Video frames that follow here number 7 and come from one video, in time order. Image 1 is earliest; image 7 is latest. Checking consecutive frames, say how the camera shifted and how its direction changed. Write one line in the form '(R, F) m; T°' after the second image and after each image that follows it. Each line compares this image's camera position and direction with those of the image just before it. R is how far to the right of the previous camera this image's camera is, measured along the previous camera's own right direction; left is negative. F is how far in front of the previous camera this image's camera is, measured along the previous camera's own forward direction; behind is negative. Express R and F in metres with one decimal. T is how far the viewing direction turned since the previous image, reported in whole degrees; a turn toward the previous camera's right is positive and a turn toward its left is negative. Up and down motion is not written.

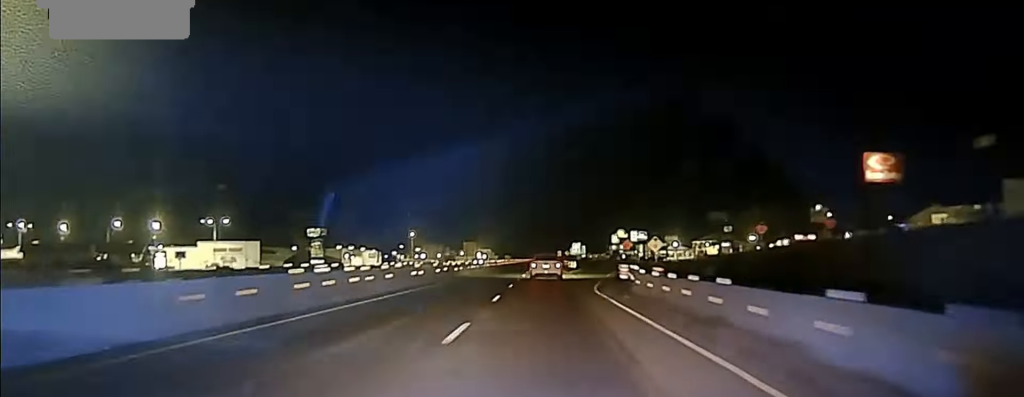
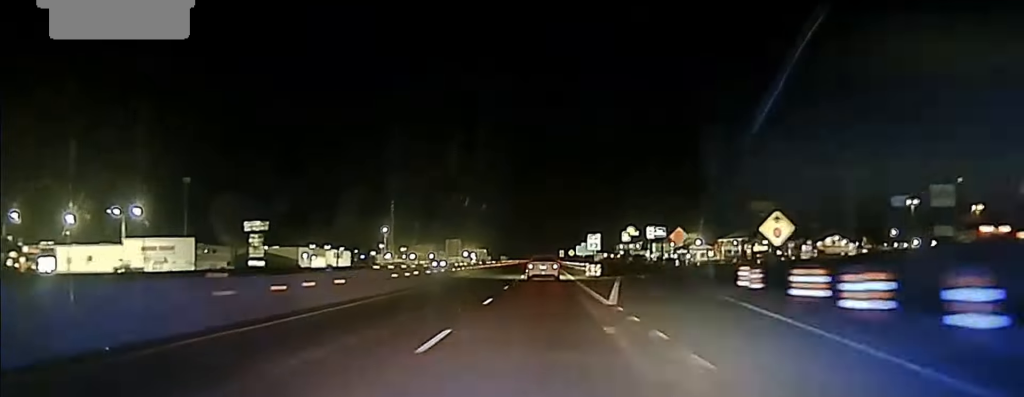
(+0.5, +54.9) m; 0°
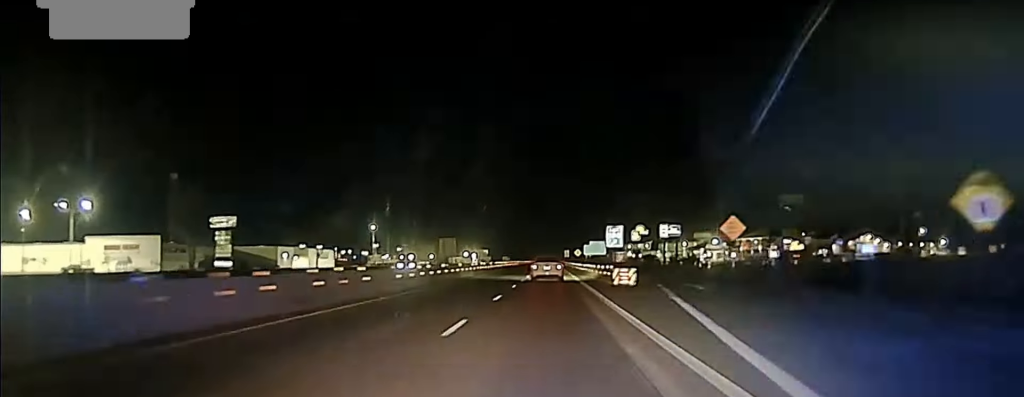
(-0.2, +21.8) m; 0°
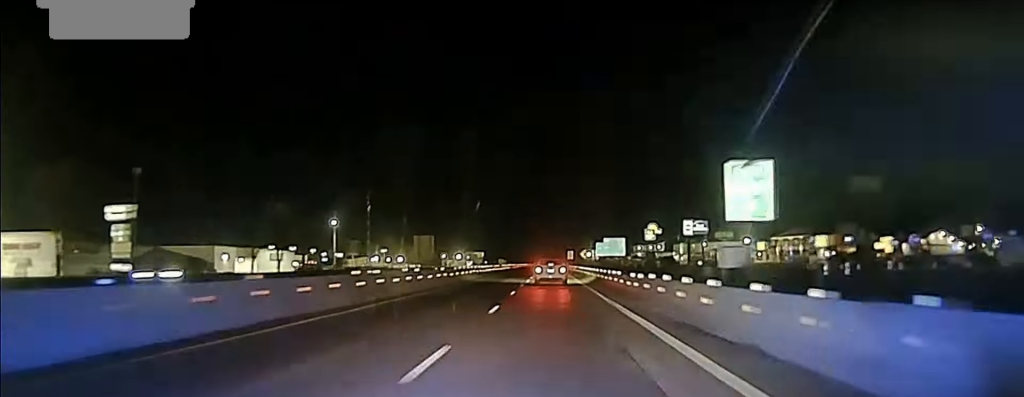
(-0.2, +38.8) m; 0°
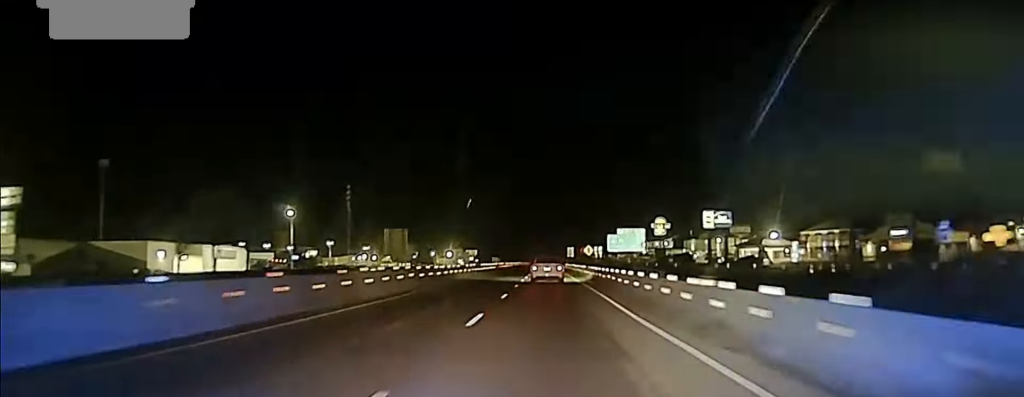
(+0.1, +24.2) m; 0°
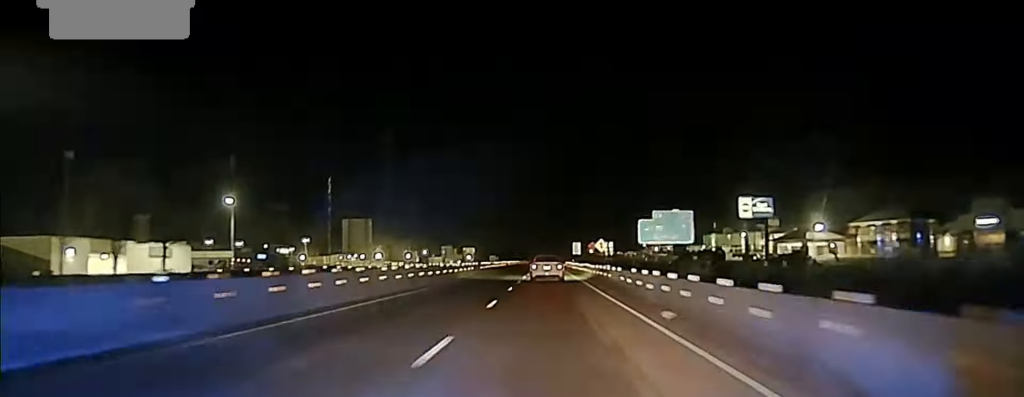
(-0.1, +30.4) m; 0°
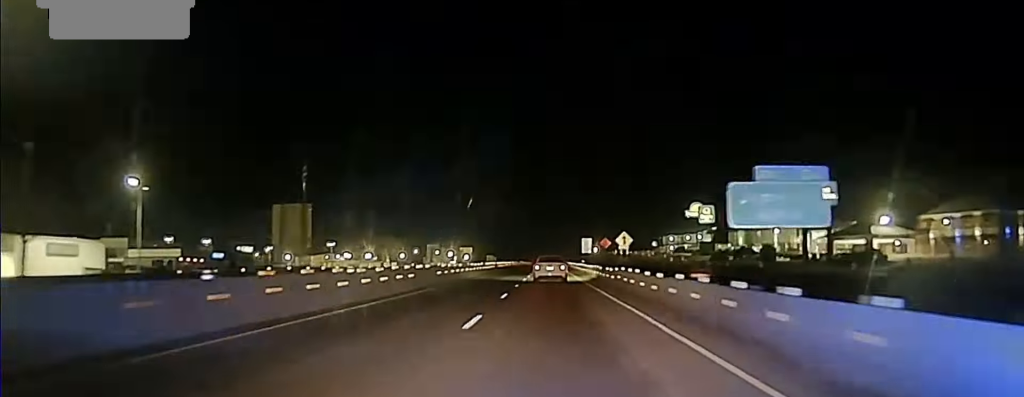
(0.0, +28.4) m; 0°
